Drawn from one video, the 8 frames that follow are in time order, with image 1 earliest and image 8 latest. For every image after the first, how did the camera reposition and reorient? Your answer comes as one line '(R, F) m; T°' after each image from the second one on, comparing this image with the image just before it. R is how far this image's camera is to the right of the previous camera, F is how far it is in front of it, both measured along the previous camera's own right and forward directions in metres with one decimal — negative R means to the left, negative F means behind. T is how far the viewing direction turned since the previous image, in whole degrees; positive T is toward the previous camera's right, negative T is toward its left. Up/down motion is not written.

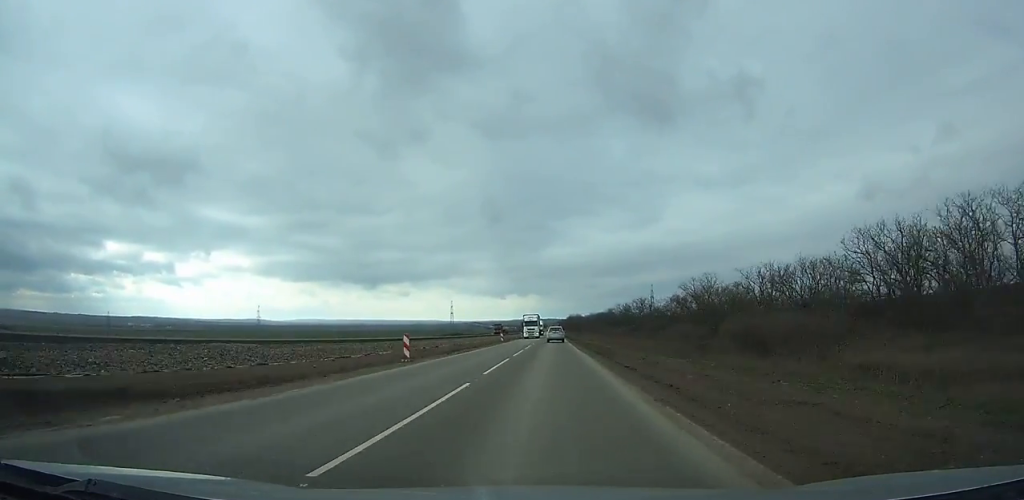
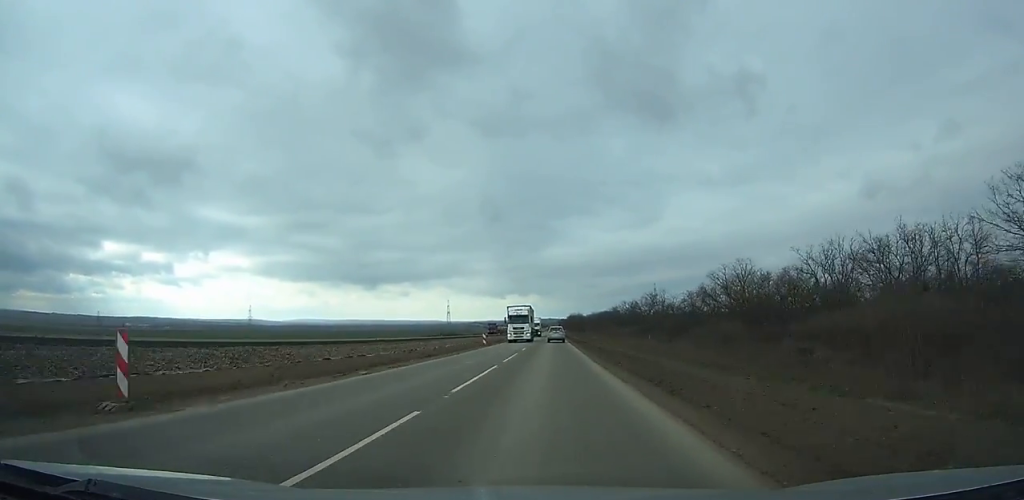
(+0.1, +17.2) m; 0°
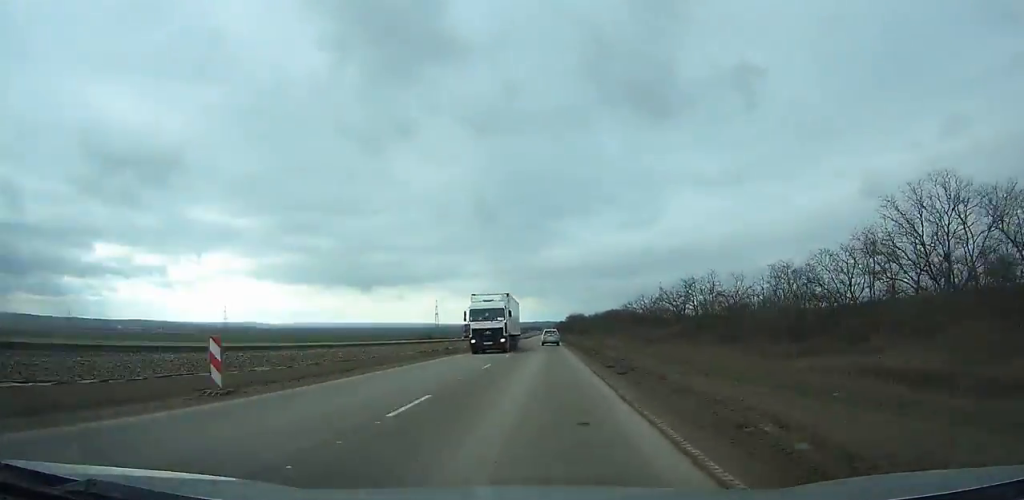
(0.0, +42.5) m; 0°
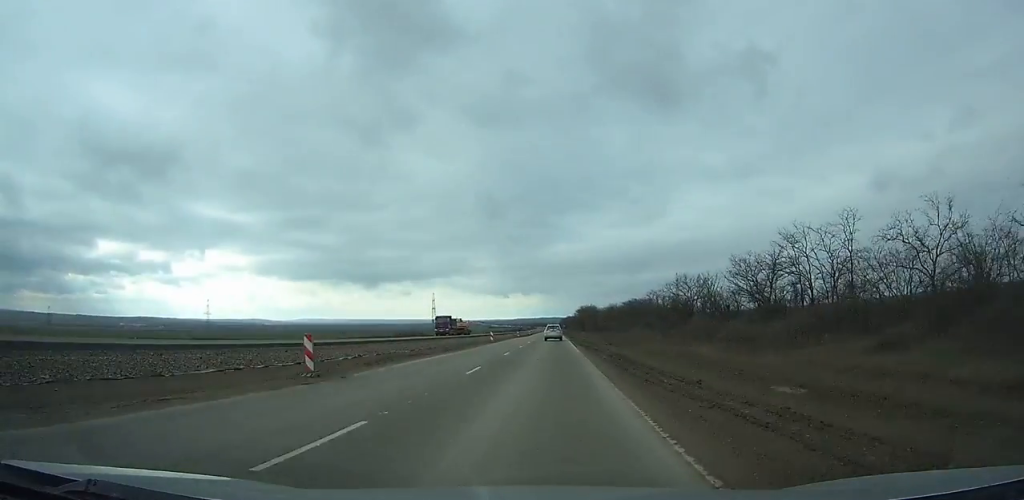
(-0.1, +40.1) m; 0°
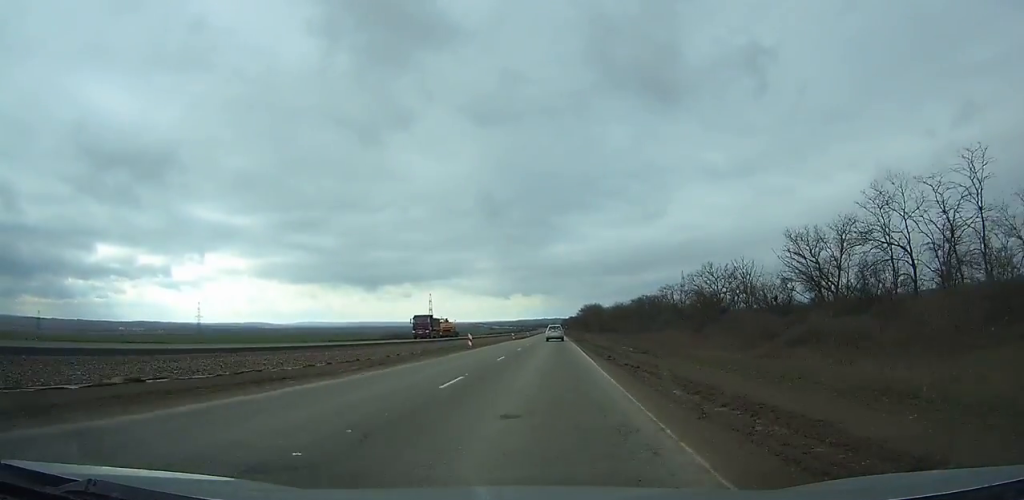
(0.0, +16.1) m; 0°
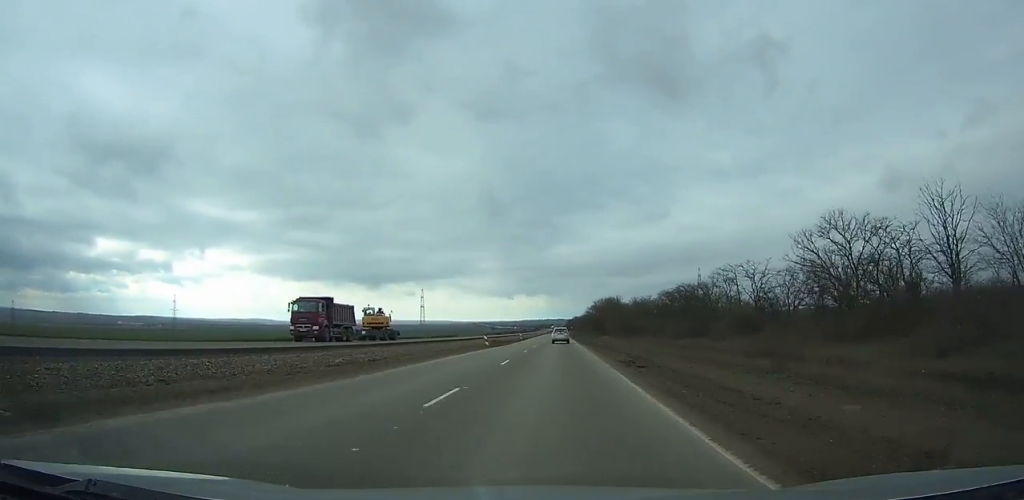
(0.0, +39.2) m; 0°
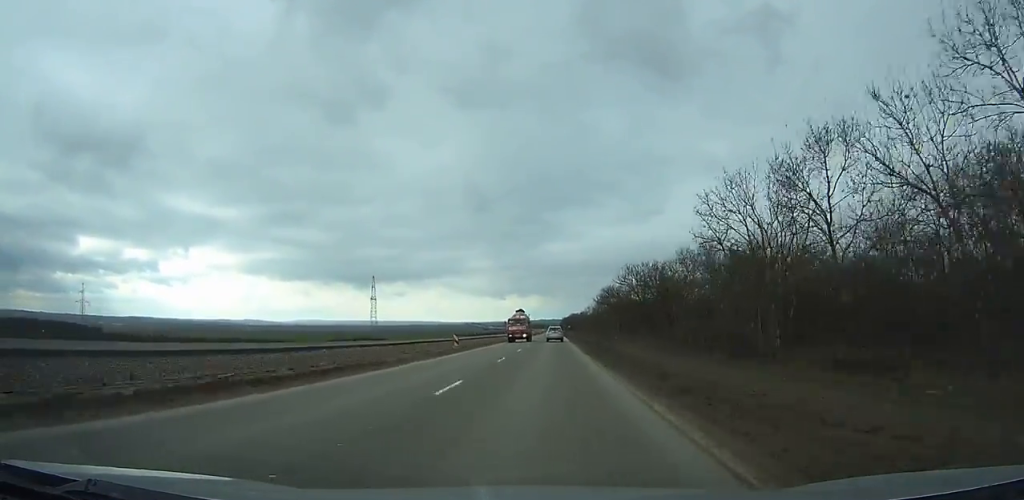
(+0.5, +94.6) m; 0°
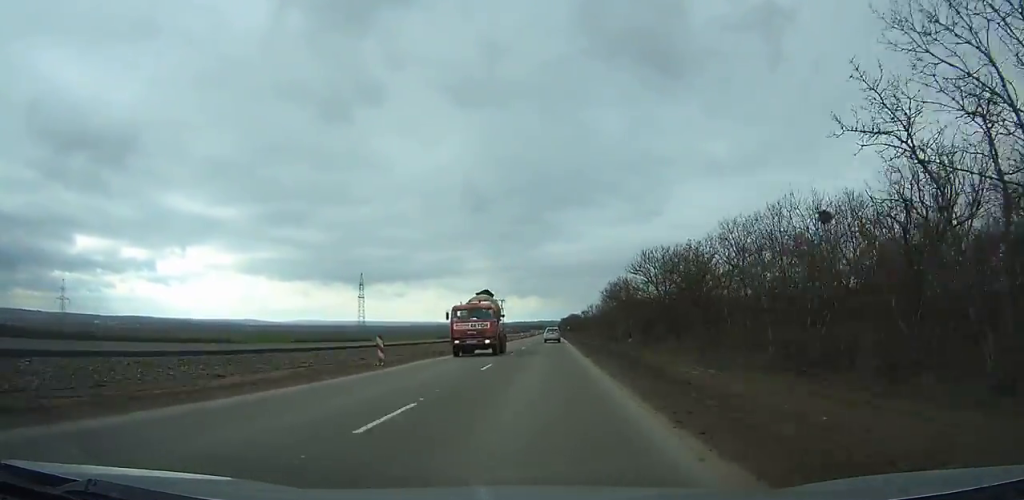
(0.0, +16.7) m; 0°
